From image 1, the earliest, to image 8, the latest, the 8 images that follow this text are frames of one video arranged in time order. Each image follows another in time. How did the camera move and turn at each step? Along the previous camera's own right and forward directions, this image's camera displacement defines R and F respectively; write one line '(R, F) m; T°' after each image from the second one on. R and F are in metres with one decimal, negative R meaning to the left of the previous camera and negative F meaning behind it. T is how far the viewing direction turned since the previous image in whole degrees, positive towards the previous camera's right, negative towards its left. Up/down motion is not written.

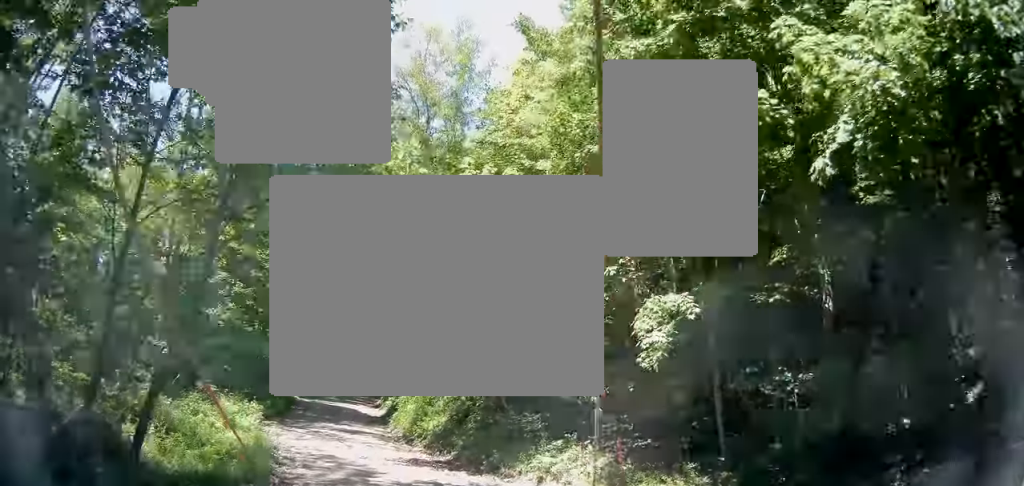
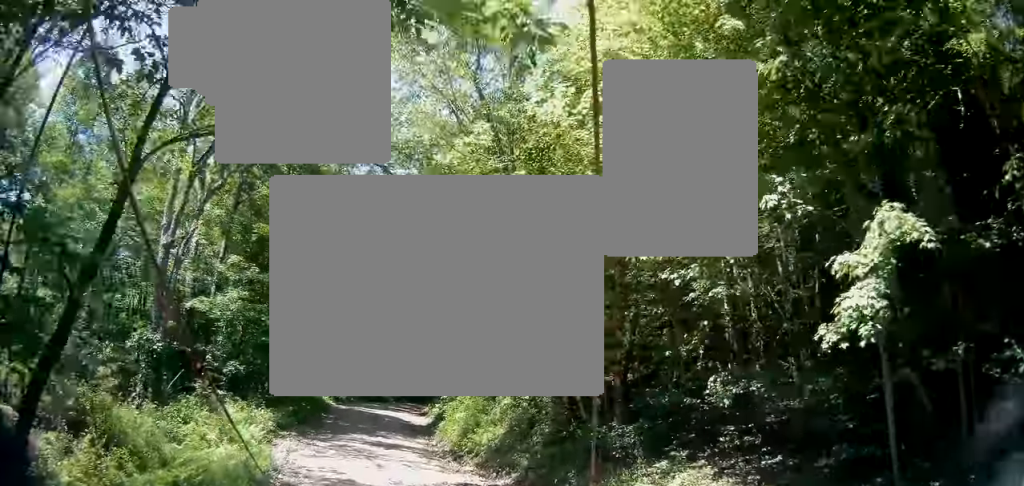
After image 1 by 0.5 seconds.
(-0.4, +4.4) m; -6°
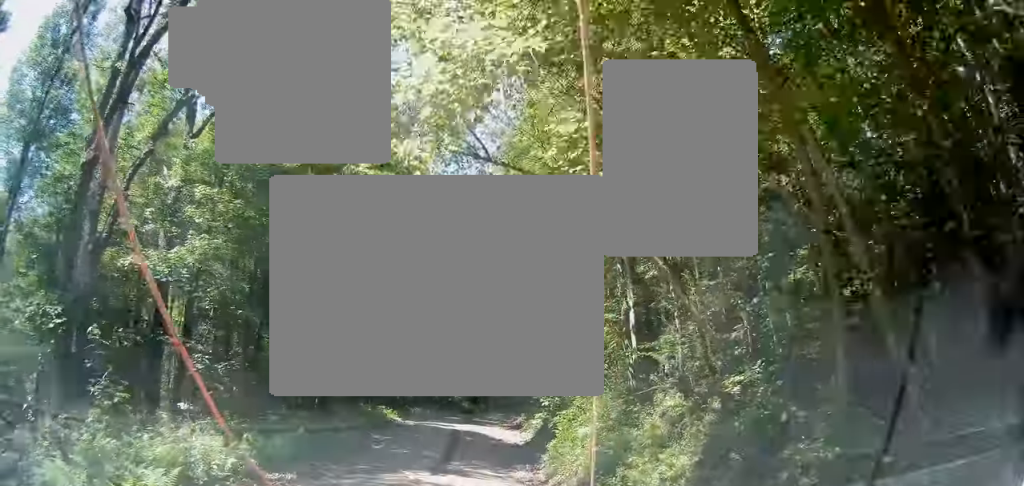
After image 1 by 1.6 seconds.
(-1.0, +9.0) m; -3°
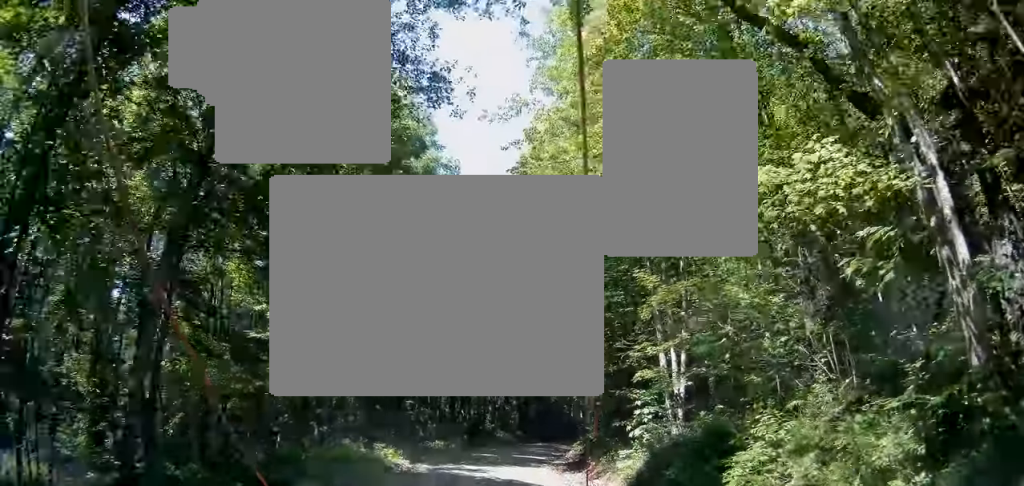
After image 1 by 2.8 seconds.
(+0.8, +8.9) m; +5°
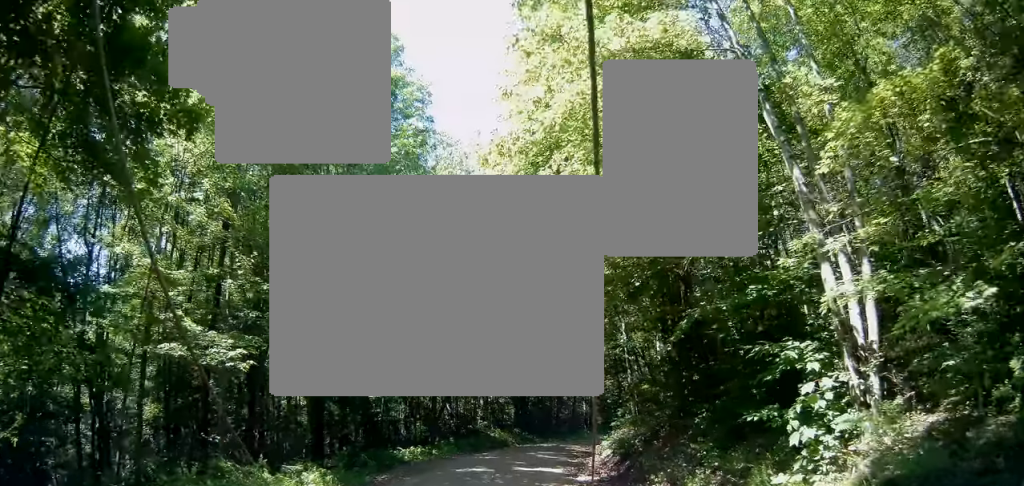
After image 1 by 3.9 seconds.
(-0.5, +7.9) m; -4°
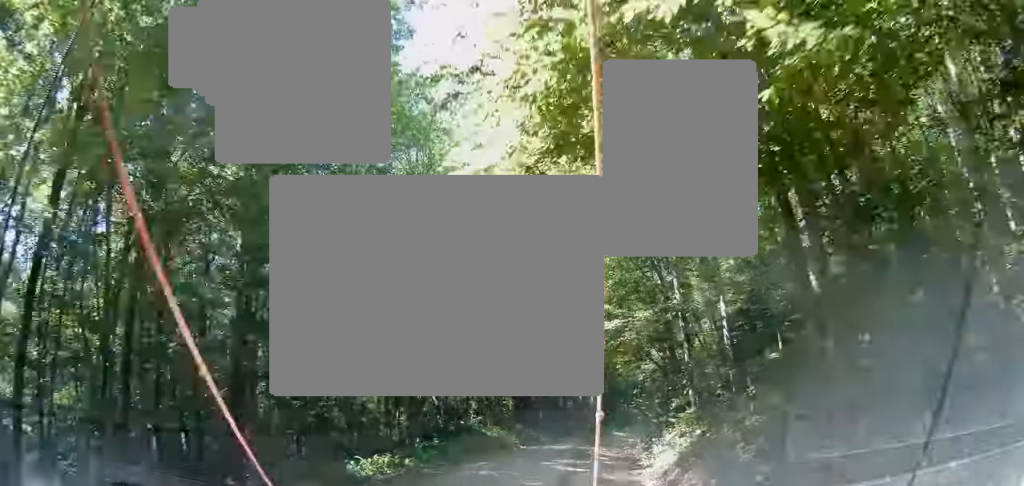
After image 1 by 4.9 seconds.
(+0.2, +7.0) m; +8°
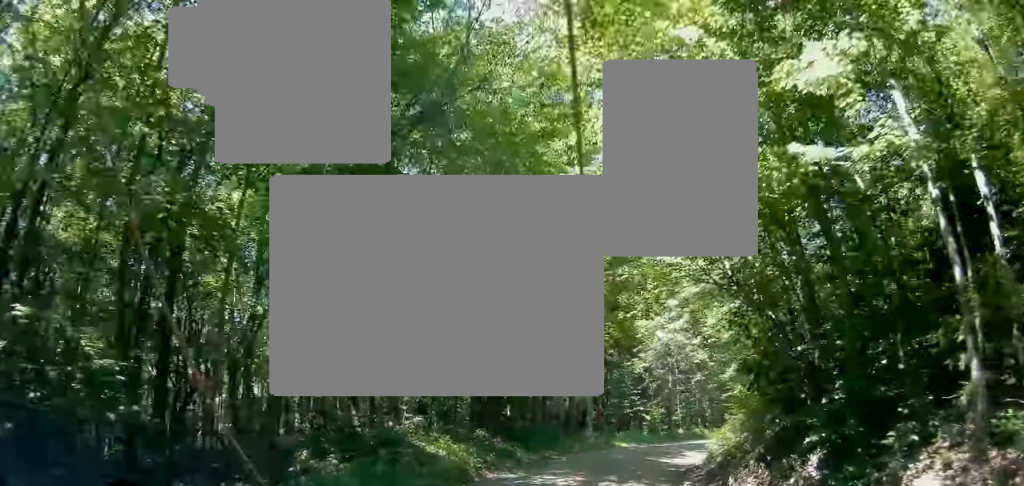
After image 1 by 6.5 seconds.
(+1.2, +10.8) m; +10°
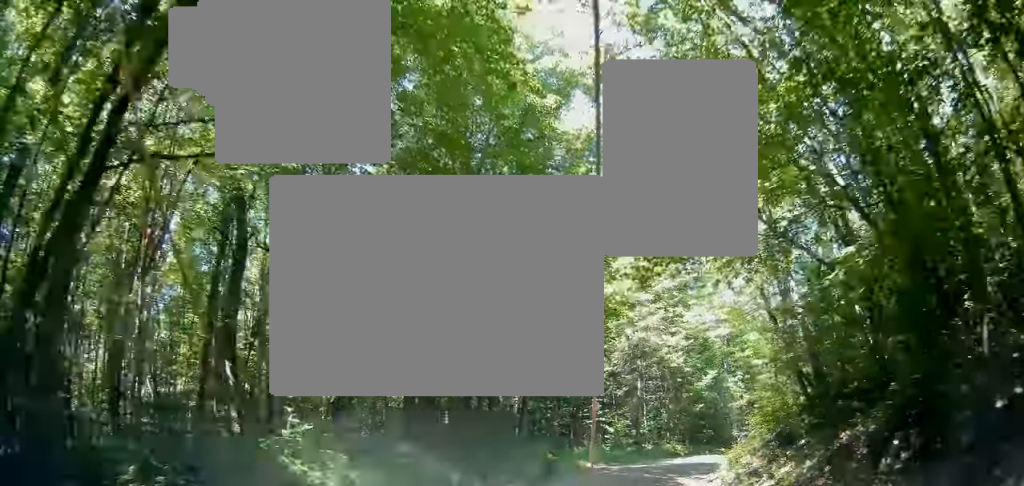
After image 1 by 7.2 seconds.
(-0.3, +5.0) m; +7°
